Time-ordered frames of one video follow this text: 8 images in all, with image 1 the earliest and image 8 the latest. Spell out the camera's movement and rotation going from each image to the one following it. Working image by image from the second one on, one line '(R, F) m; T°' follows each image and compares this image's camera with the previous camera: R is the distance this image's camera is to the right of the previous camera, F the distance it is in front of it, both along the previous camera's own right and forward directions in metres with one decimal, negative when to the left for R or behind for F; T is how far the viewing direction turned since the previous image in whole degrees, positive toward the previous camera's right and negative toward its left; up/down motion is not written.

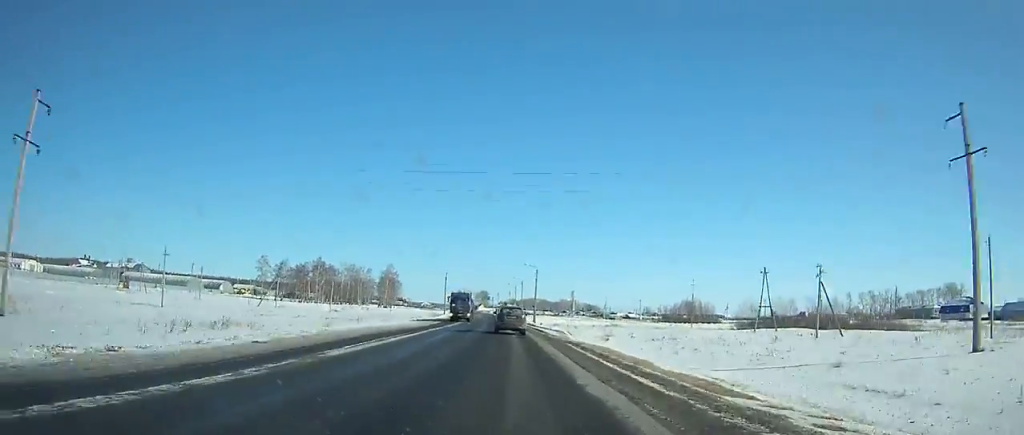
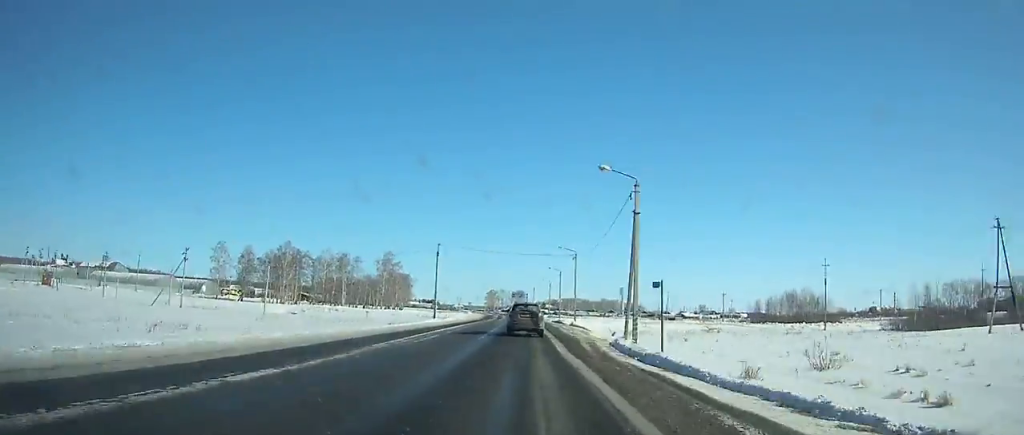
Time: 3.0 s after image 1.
(-2.4, +53.8) m; -4°
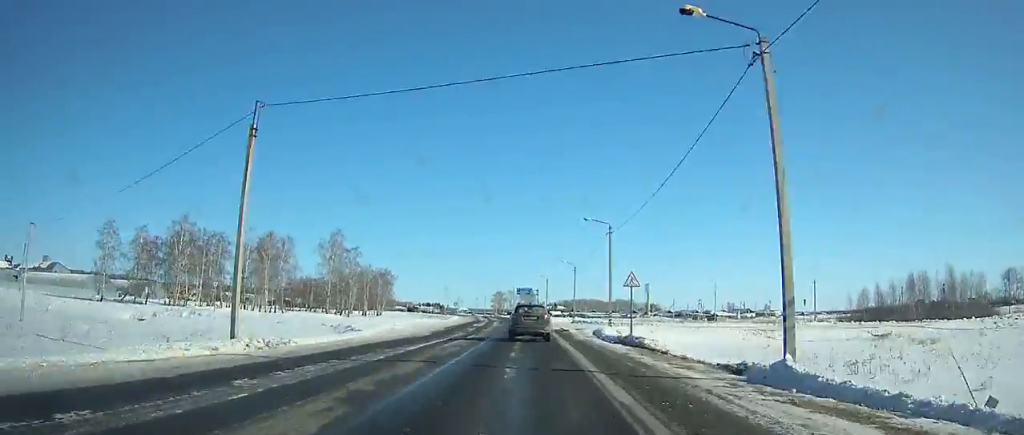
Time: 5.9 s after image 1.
(-1.1, +49.3) m; -2°
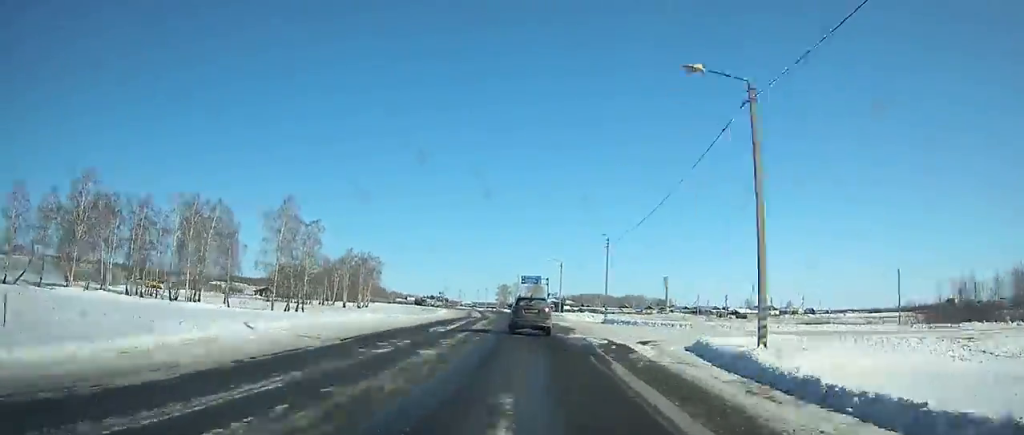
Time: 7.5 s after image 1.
(0.0, +26.3) m; -1°
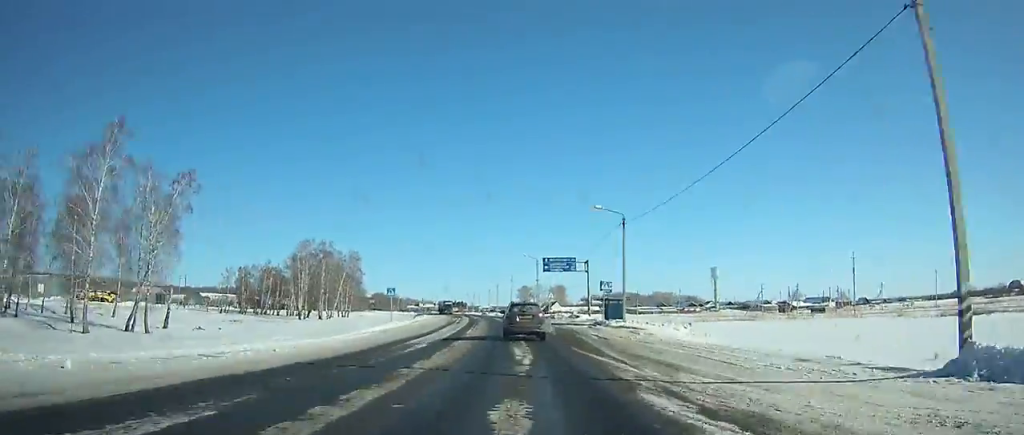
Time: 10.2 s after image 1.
(-0.7, +43.0) m; -2°
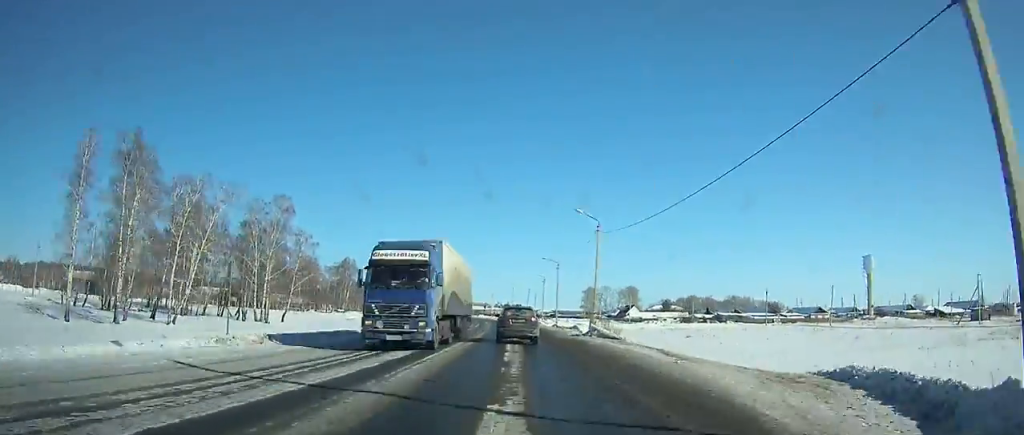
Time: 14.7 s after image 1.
(-3.4, +71.3) m; -5°
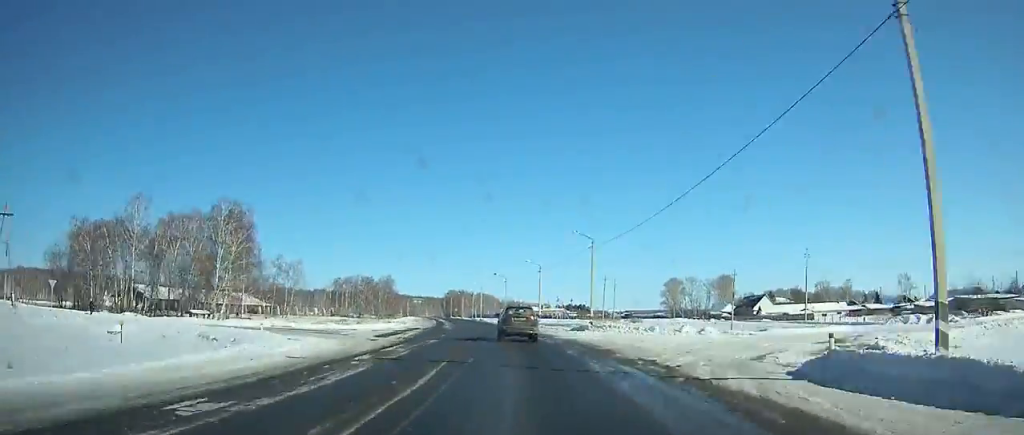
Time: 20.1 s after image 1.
(-4.0, +86.9) m; -7°
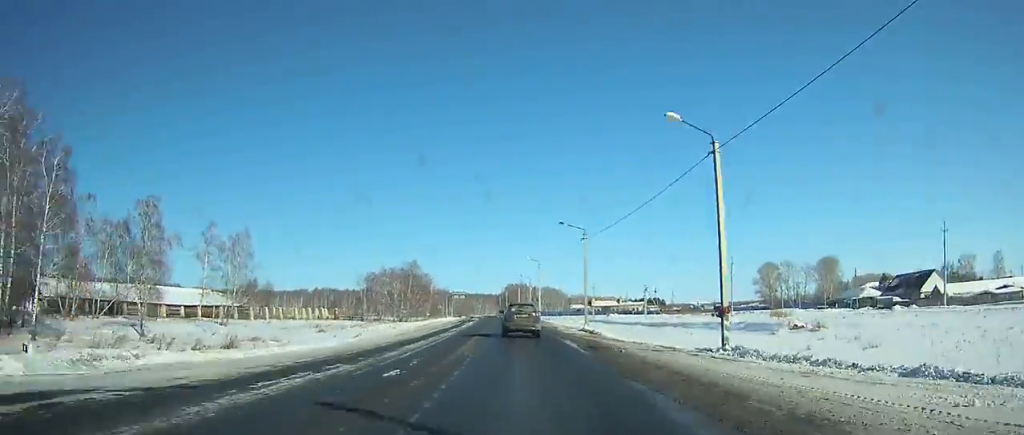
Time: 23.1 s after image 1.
(-2.4, +48.7) m; -5°
